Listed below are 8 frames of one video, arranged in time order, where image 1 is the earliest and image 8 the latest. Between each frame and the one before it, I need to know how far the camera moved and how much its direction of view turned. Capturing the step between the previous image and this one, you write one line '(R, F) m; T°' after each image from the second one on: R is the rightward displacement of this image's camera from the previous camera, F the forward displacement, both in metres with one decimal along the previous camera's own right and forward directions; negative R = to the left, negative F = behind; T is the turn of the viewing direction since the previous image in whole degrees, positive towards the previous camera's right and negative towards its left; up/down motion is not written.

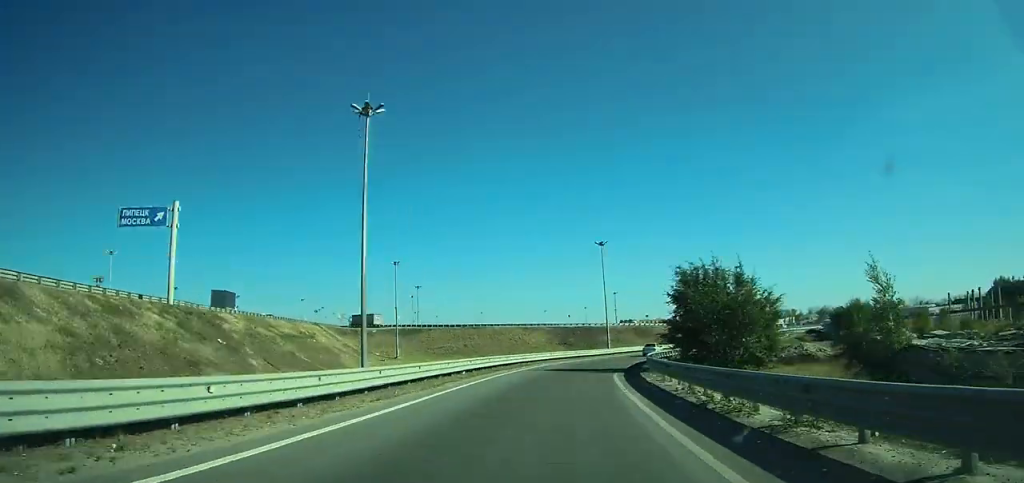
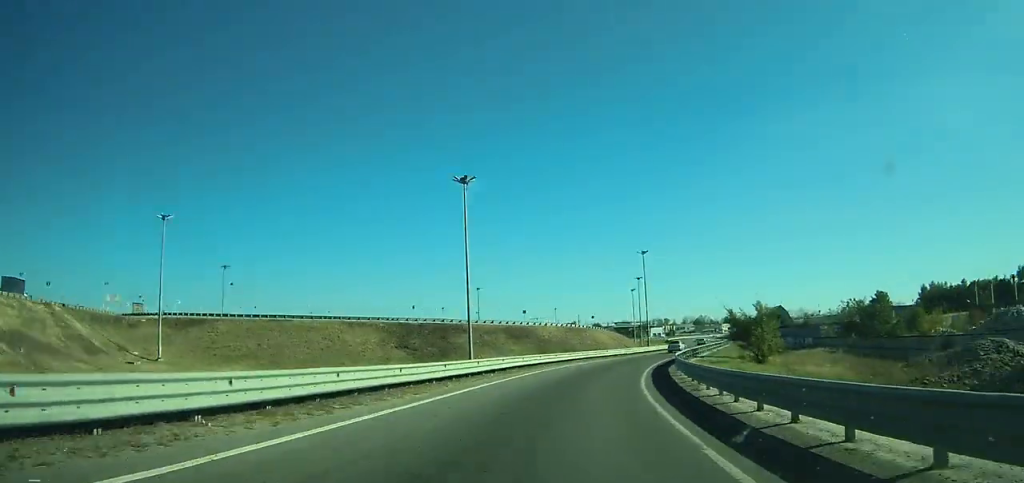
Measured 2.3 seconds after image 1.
(+3.3, +40.7) m; +9°
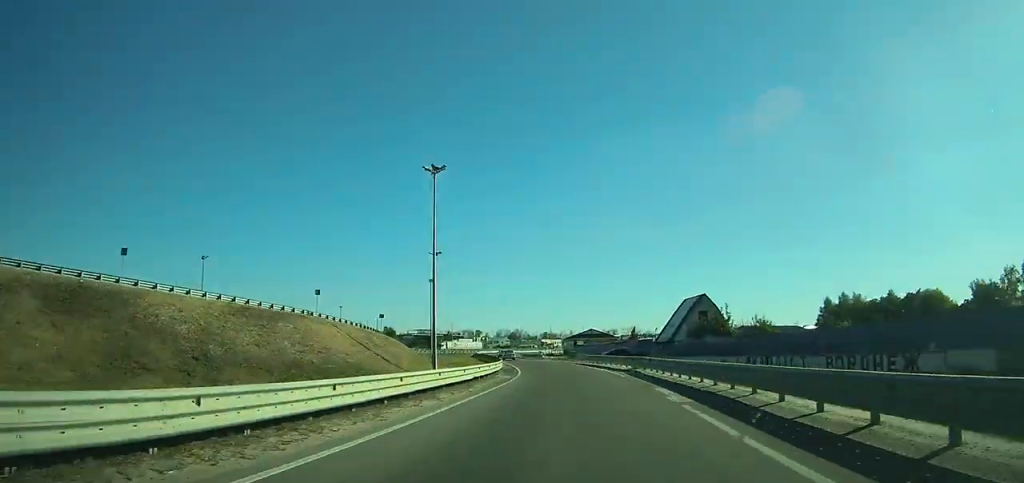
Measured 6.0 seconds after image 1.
(+9.1, +63.3) m; +11°
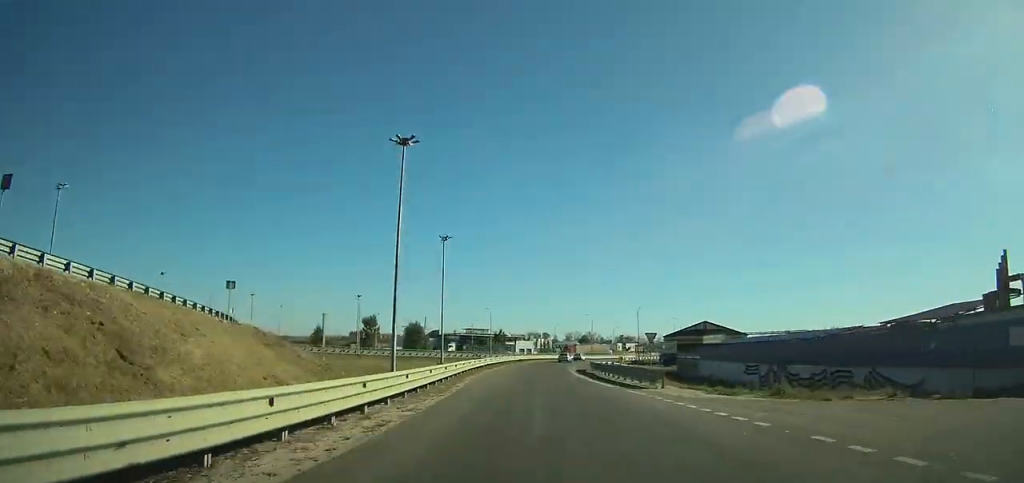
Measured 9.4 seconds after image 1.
(+1.4, +60.5) m; +1°
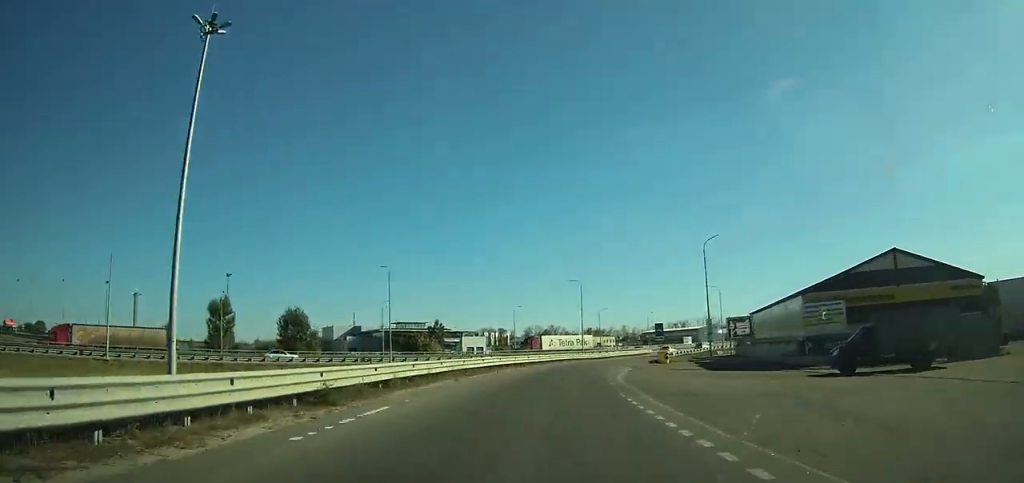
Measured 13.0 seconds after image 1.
(0.0, +62.6) m; +4°
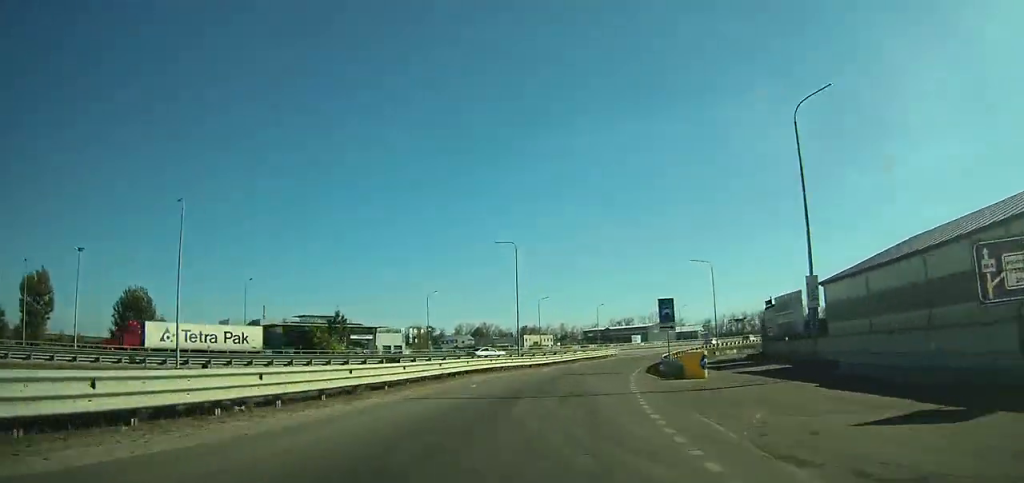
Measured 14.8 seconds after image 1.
(+1.7, +29.1) m; +7°
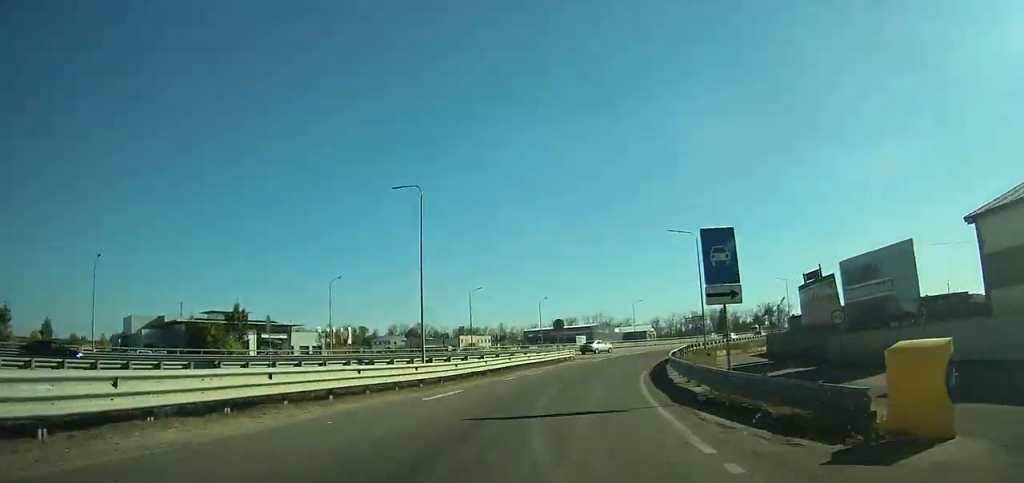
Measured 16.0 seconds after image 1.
(-0.5, +19.2) m; +5°
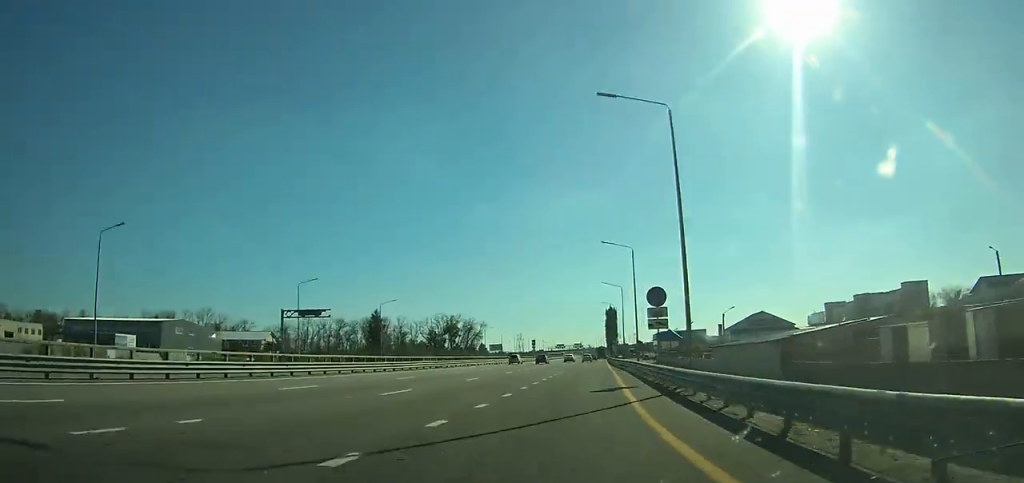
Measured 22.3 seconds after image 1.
(+31.0, +95.0) m; +29°
